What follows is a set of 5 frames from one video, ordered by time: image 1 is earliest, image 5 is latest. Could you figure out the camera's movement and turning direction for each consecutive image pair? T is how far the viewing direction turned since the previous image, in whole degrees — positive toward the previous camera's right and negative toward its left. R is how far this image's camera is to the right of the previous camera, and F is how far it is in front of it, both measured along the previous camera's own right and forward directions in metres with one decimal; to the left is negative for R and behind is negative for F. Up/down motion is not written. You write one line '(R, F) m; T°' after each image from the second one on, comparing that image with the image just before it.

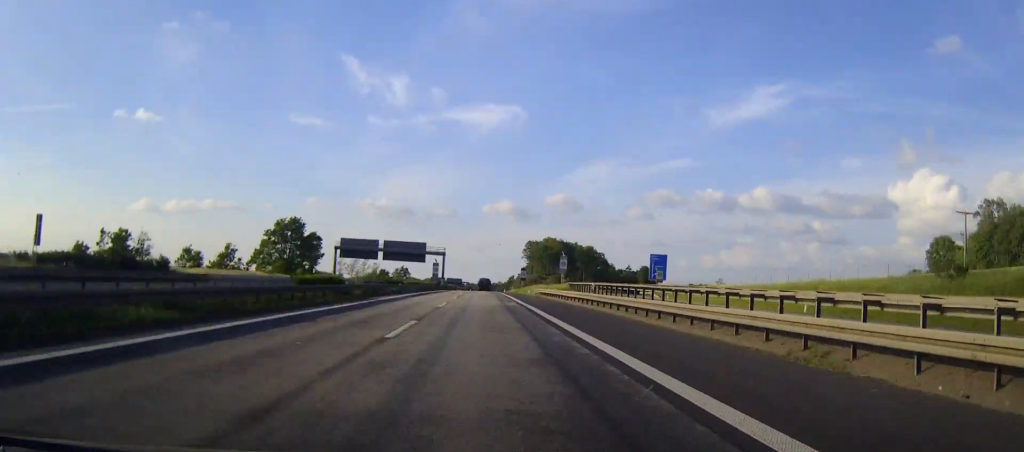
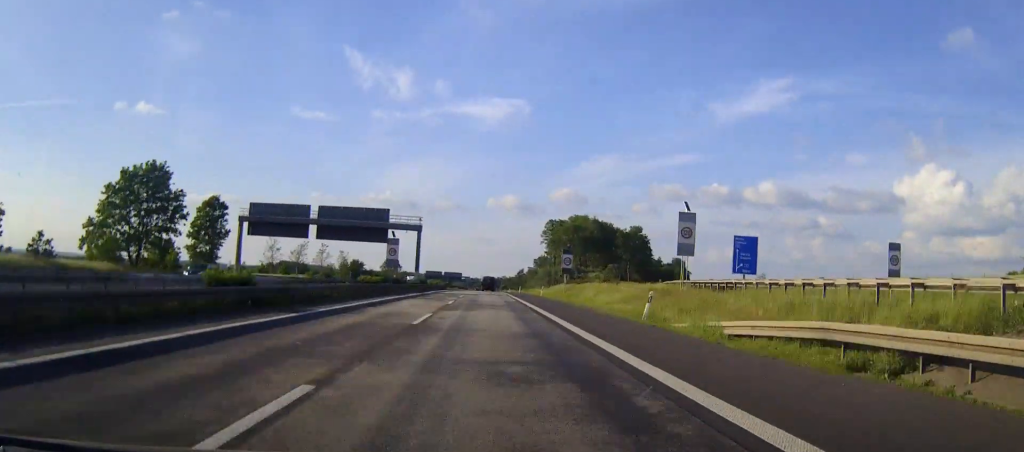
(-0.1, +67.1) m; 0°
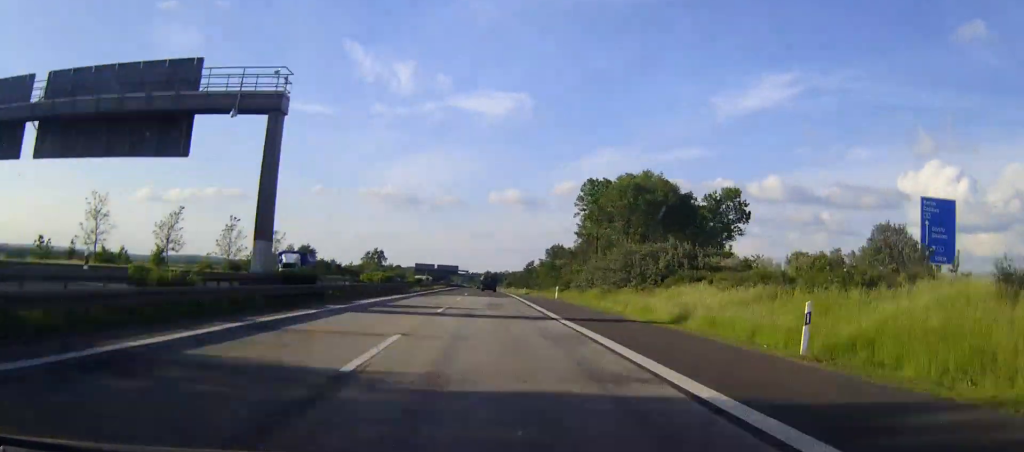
(-0.1, +64.4) m; 0°
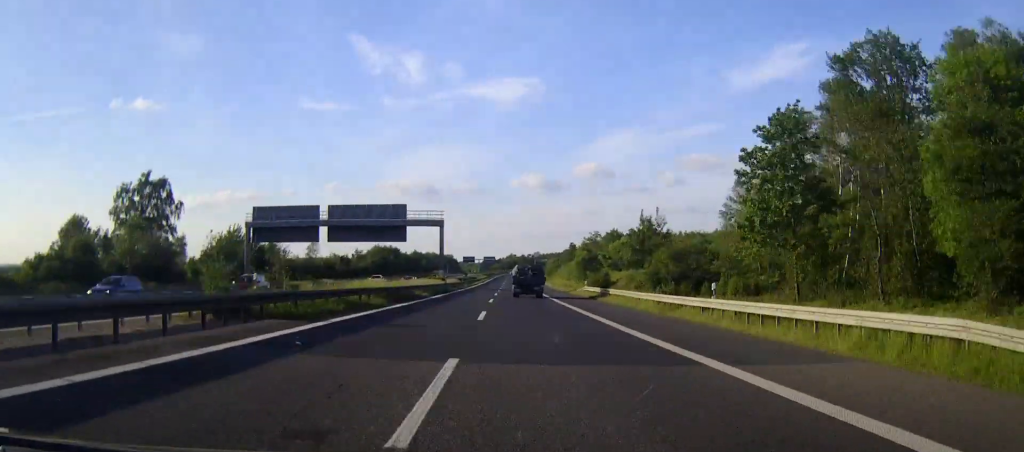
(-3.2, +237.6) m; -1°
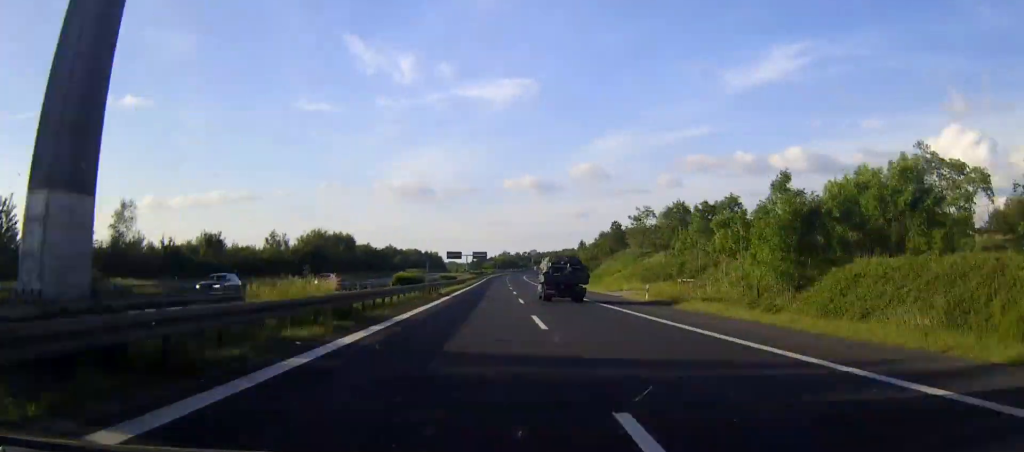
(+0.8, +75.2) m; +1°
